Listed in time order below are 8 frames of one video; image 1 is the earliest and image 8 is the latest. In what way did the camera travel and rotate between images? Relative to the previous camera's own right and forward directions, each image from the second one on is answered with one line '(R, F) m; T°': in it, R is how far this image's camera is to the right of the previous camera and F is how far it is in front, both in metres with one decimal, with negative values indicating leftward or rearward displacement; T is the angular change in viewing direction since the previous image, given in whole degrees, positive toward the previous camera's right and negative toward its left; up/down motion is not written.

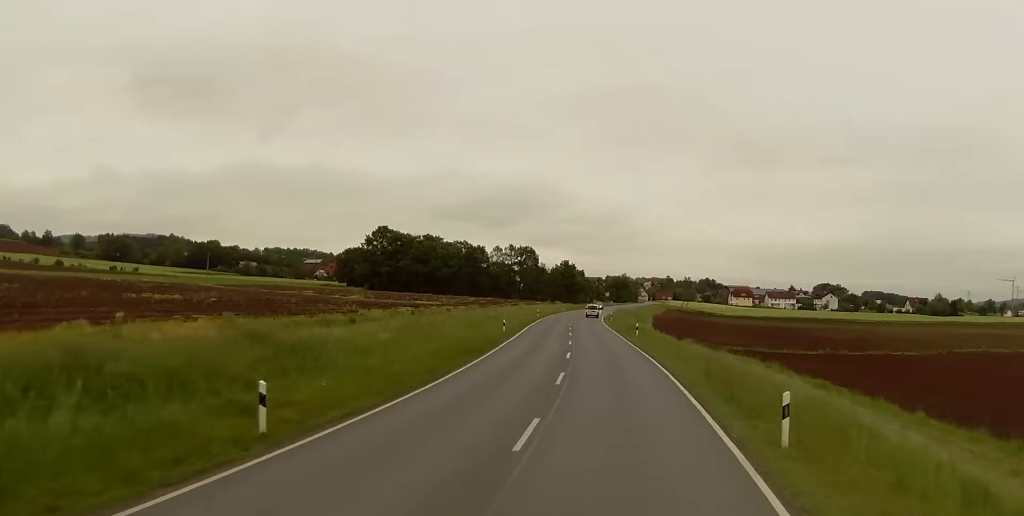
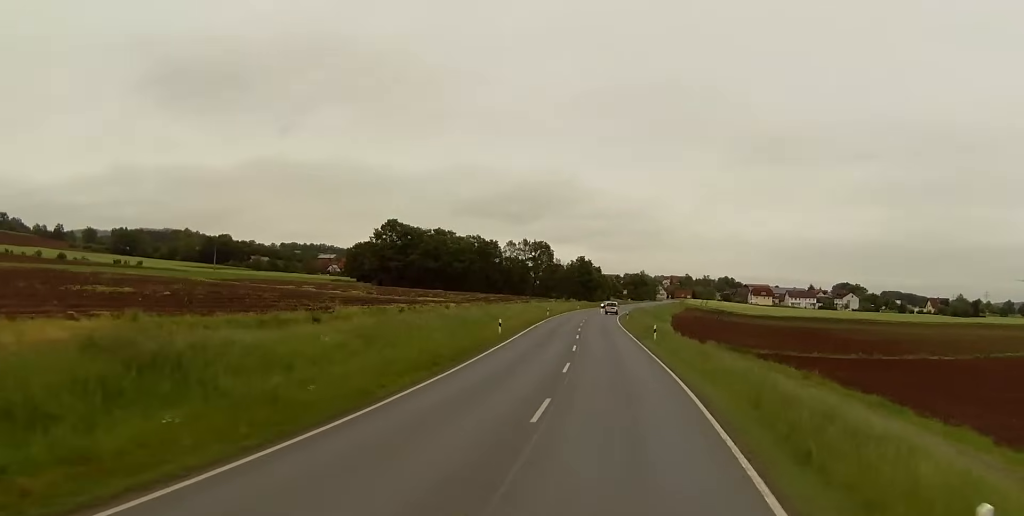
(-0.2, +8.9) m; -2°
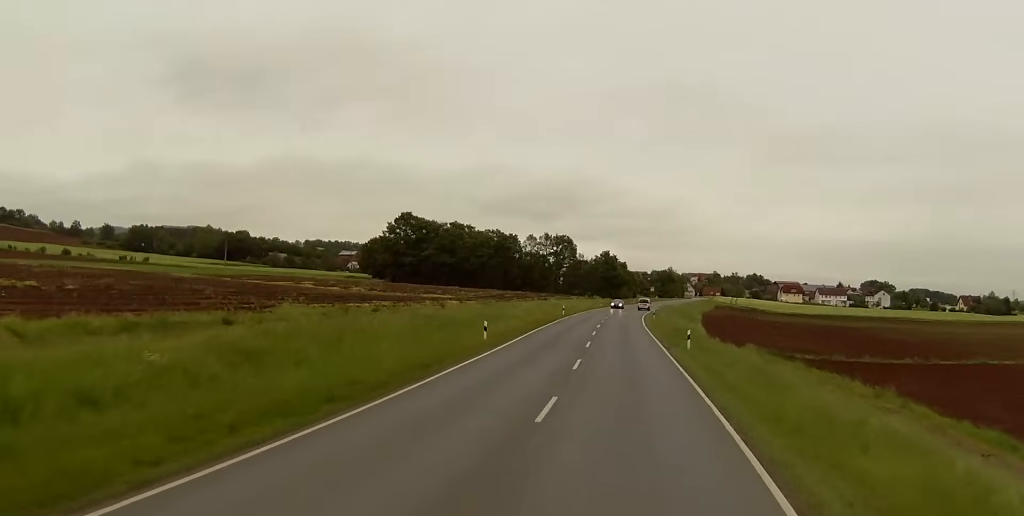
(-0.2, +12.7) m; -2°
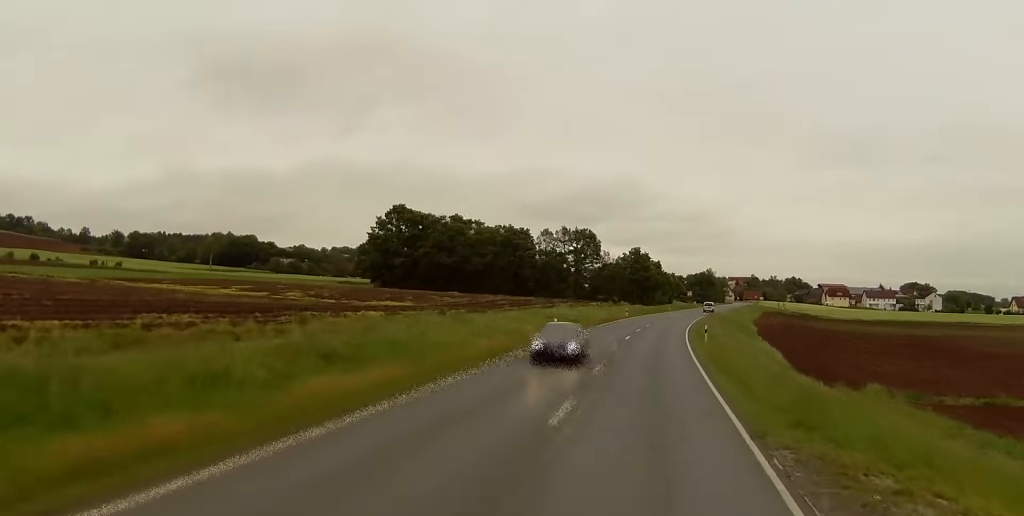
(-1.0, +36.1) m; -3°
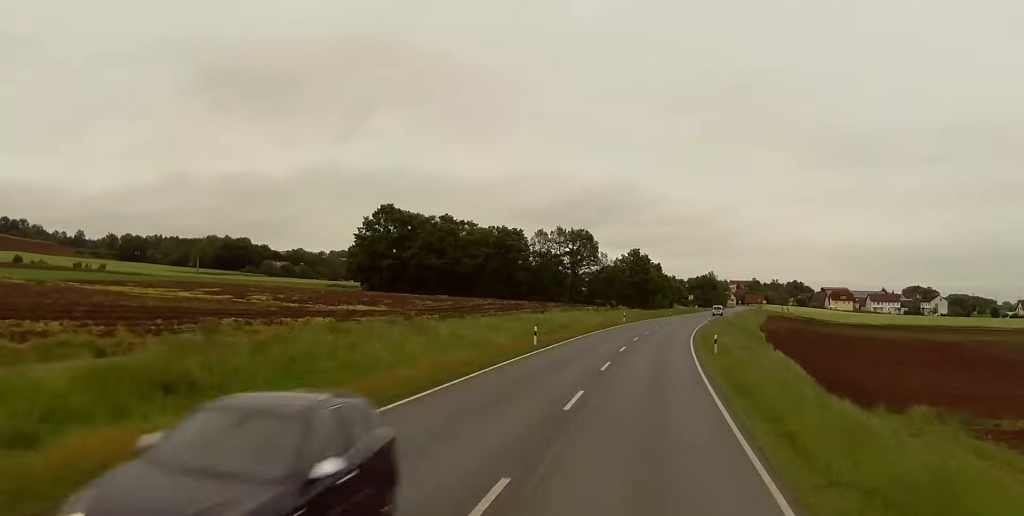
(-0.2, +8.8) m; -1°
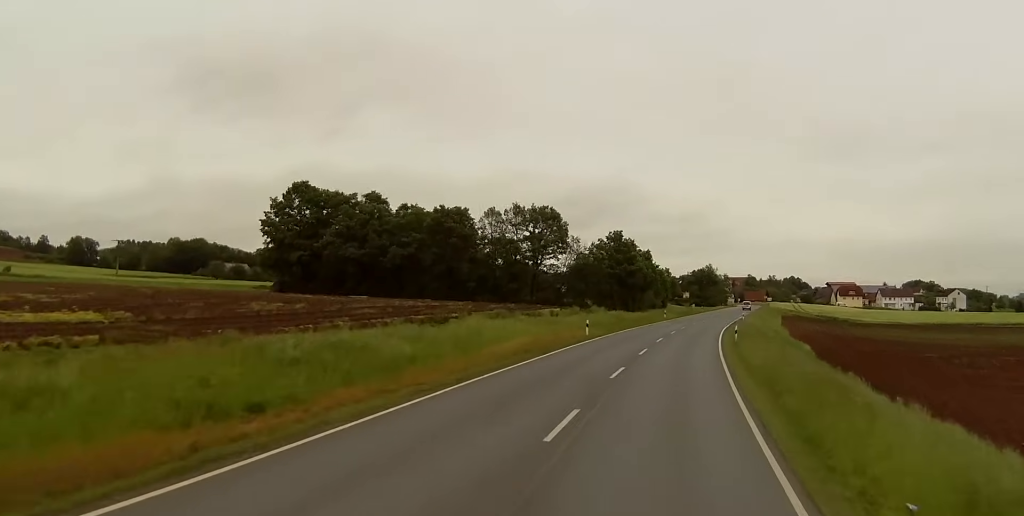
(-0.4, +41.0) m; 0°
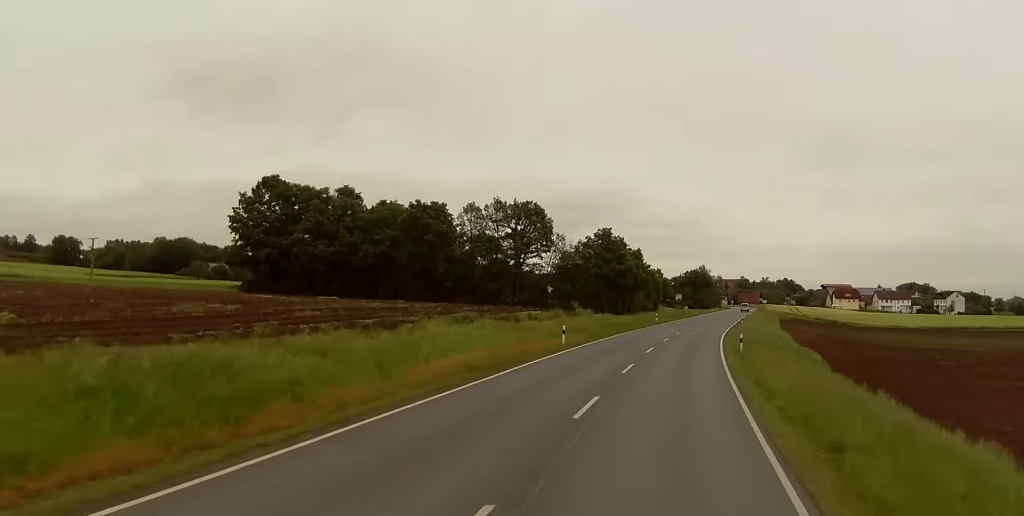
(0.0, +8.8) m; 0°
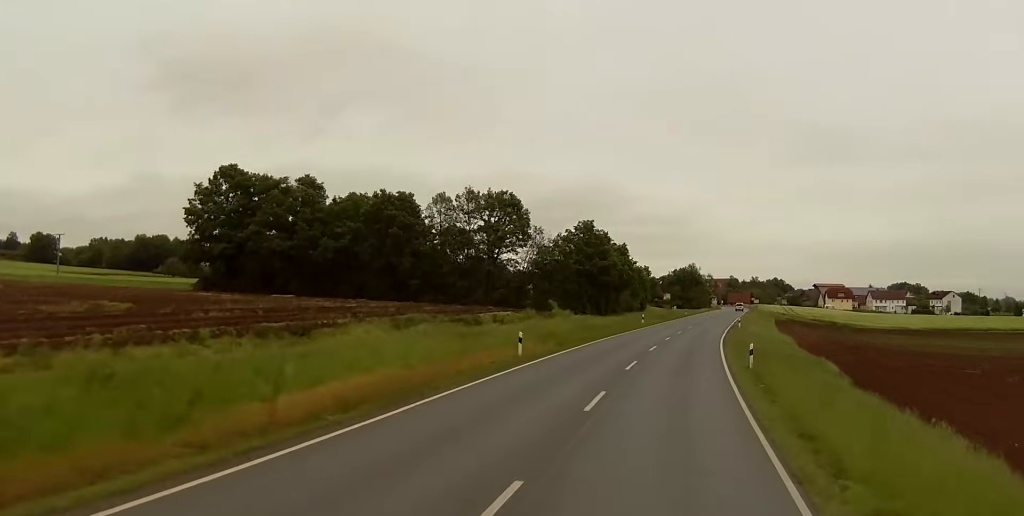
(+0.3, +10.7) m; 0°
